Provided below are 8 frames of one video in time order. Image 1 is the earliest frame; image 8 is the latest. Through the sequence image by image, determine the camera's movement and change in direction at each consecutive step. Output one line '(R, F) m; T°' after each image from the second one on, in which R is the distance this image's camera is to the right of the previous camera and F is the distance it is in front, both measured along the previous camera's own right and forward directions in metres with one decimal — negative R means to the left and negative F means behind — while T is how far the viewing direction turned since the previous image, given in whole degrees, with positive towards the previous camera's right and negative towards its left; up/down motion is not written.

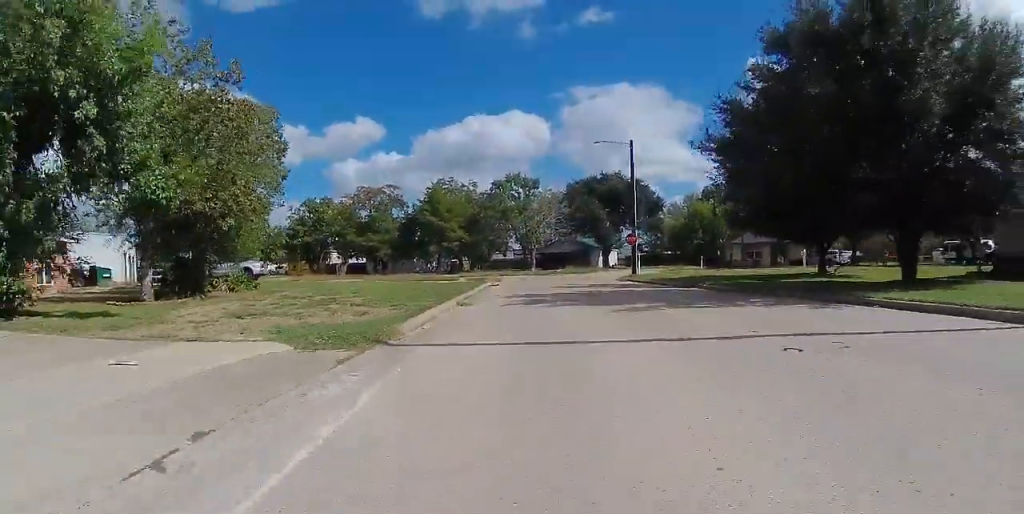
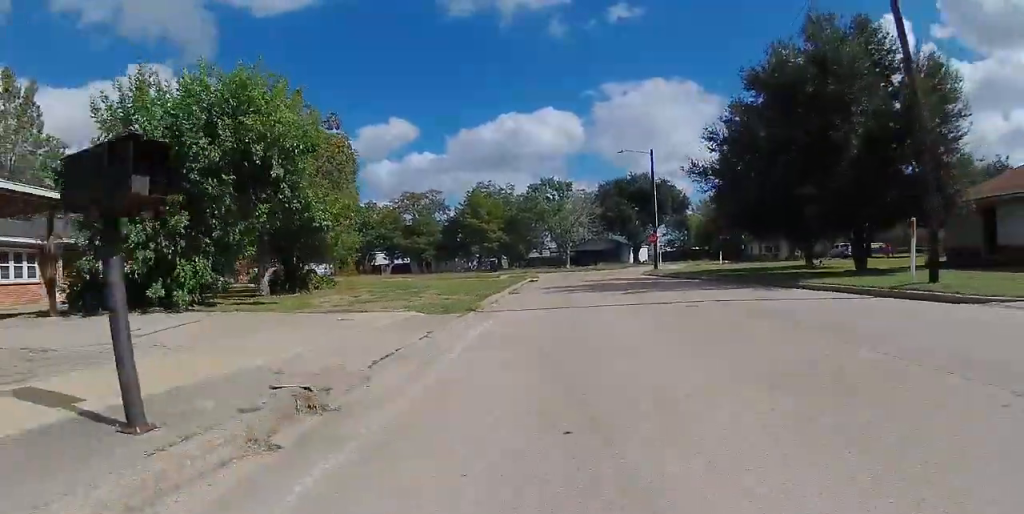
(-0.1, +4.4) m; 0°
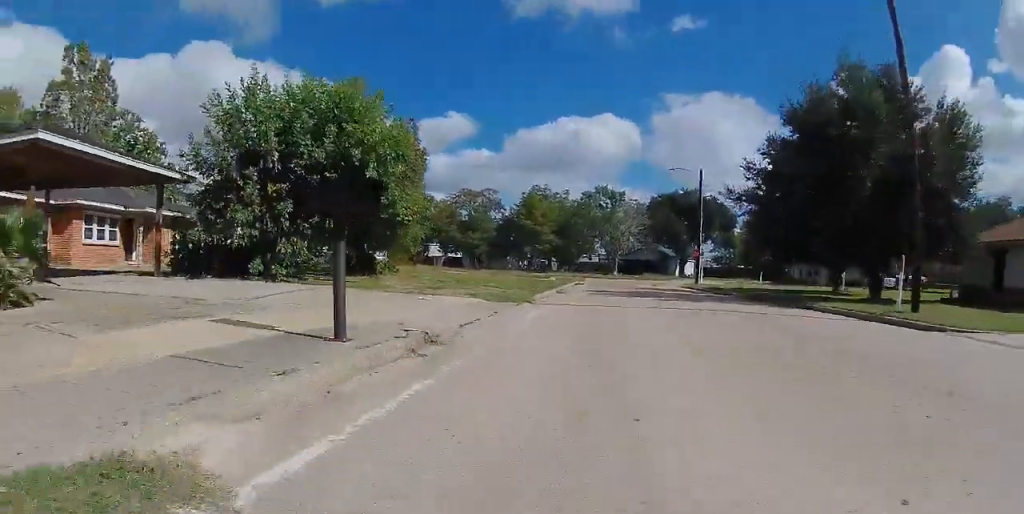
(-0.2, +2.1) m; +1°
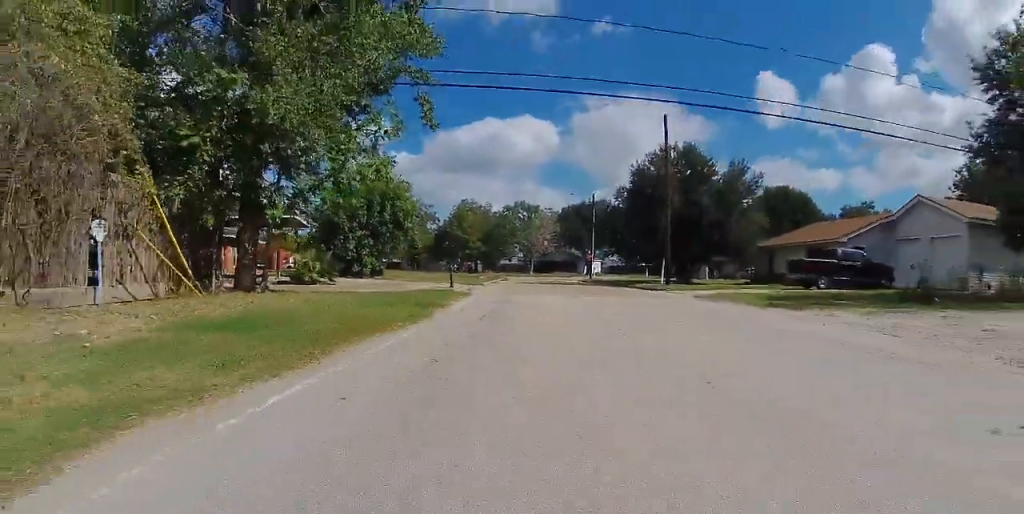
(+0.3, +15.7) m; -1°
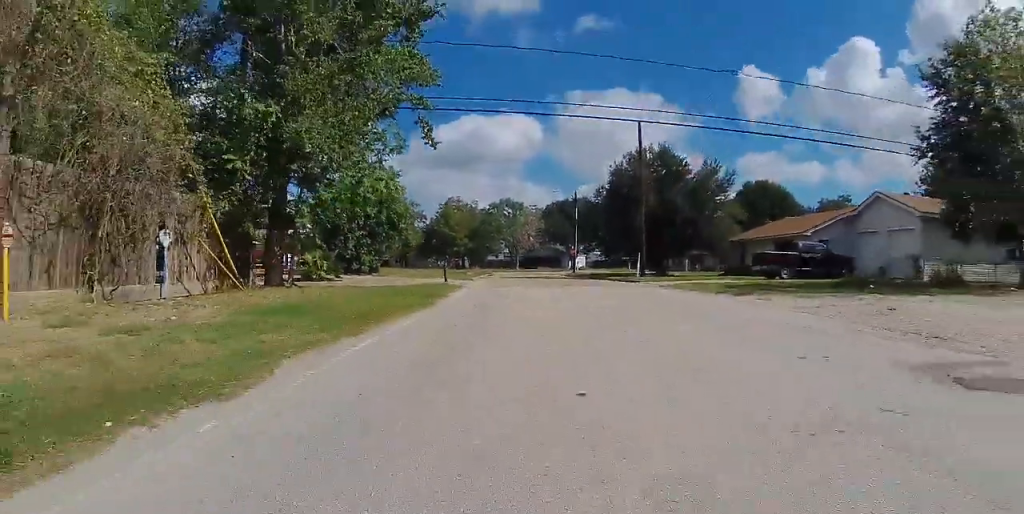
(+0.1, +2.5) m; +2°
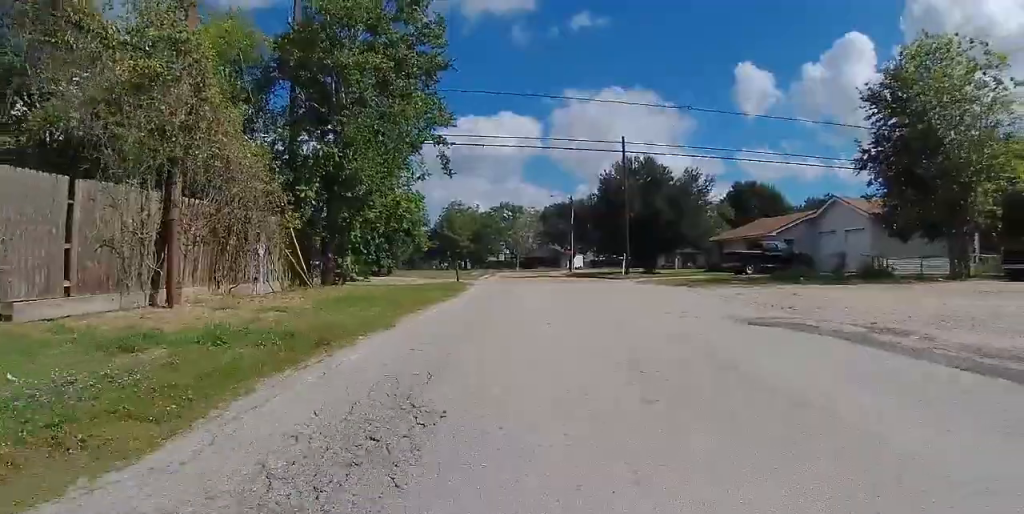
(+0.3, +4.7) m; +4°
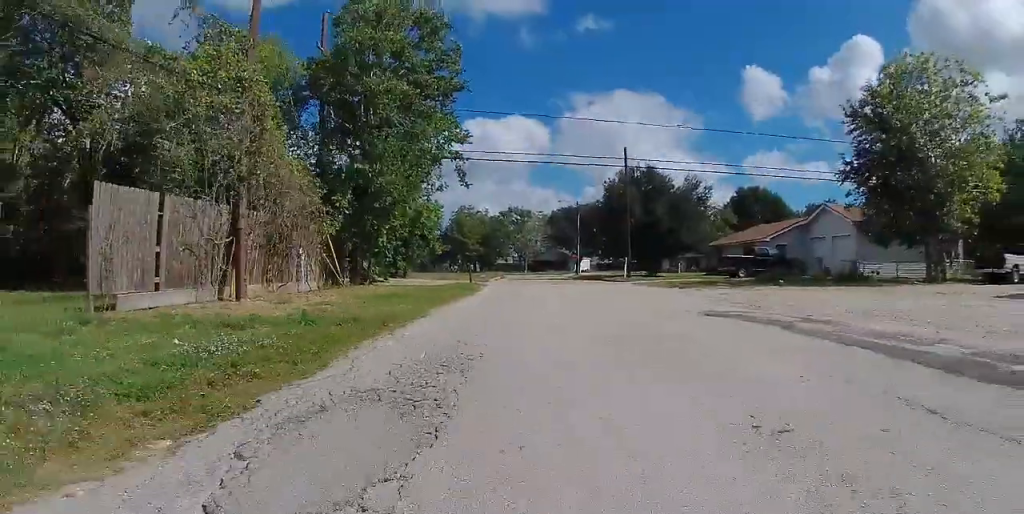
(0.0, +2.5) m; 0°
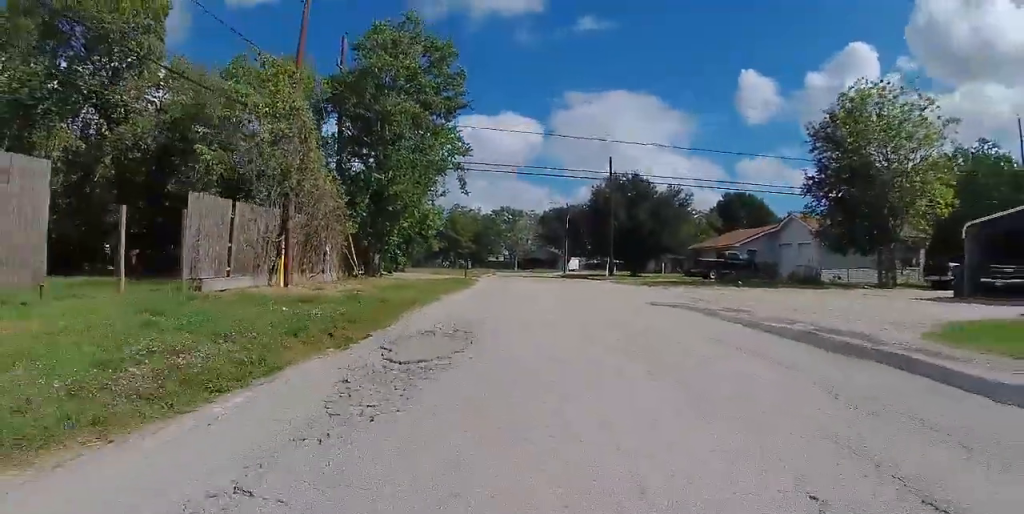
(0.0, +3.5) m; 0°
